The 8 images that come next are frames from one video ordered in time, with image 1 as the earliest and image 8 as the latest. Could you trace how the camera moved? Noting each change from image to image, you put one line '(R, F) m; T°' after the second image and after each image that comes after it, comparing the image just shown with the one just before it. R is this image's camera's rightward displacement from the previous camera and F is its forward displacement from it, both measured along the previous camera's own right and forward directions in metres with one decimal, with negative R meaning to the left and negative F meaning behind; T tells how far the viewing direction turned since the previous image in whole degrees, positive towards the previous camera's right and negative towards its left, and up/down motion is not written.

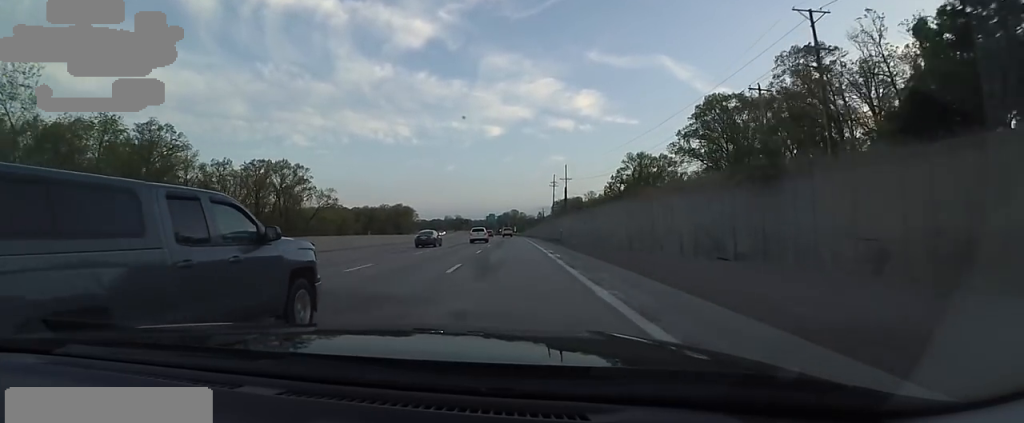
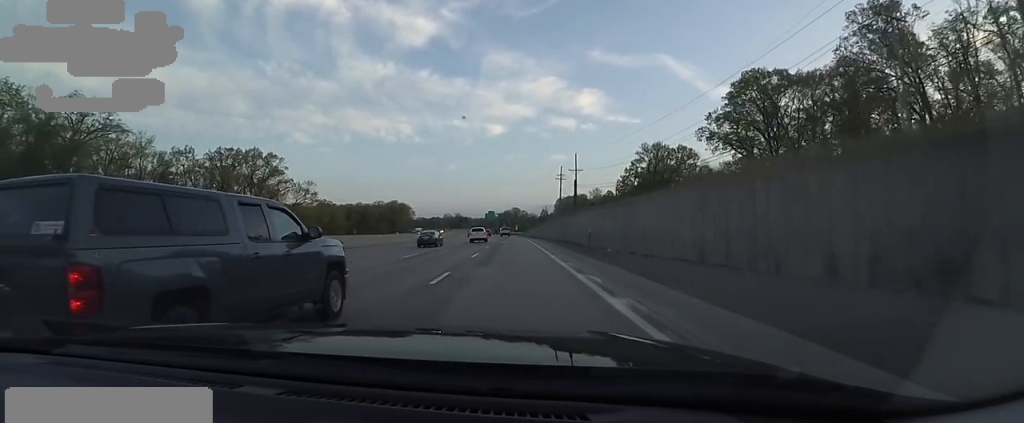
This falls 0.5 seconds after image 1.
(0.0, +15.5) m; -1°
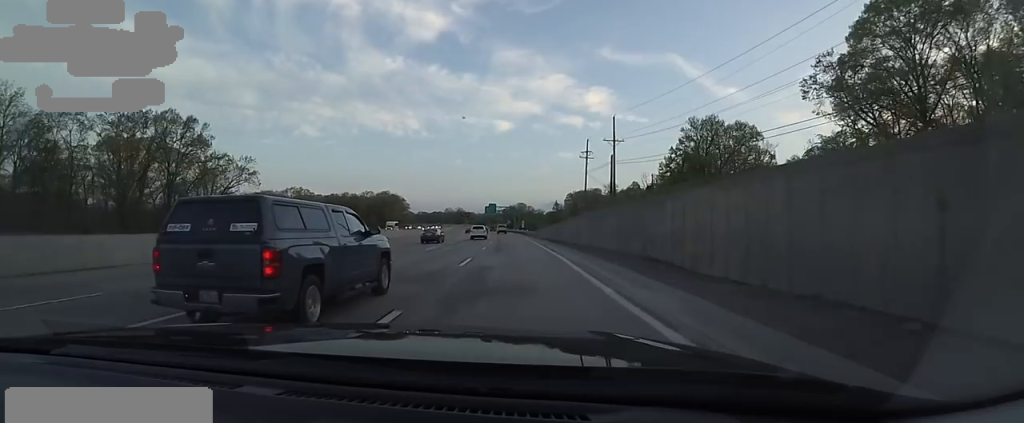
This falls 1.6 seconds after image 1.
(-0.8, +31.1) m; -2°
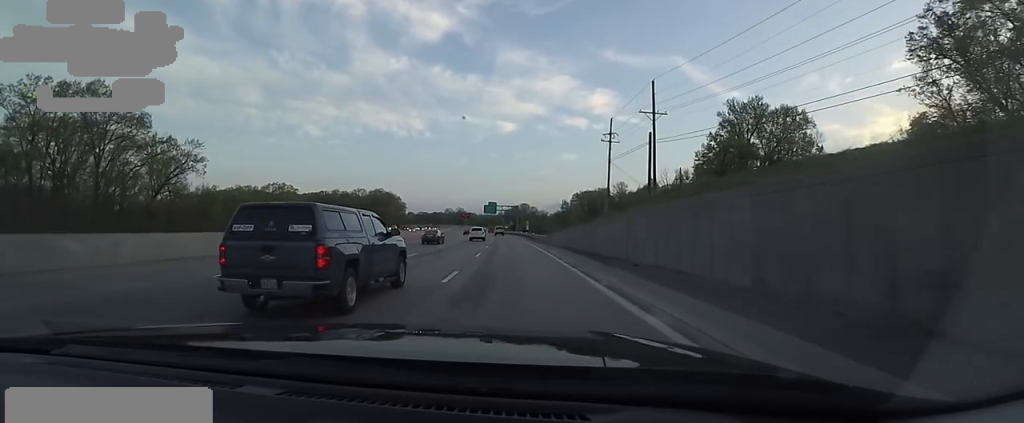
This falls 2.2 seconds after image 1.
(-0.8, +16.5) m; 0°
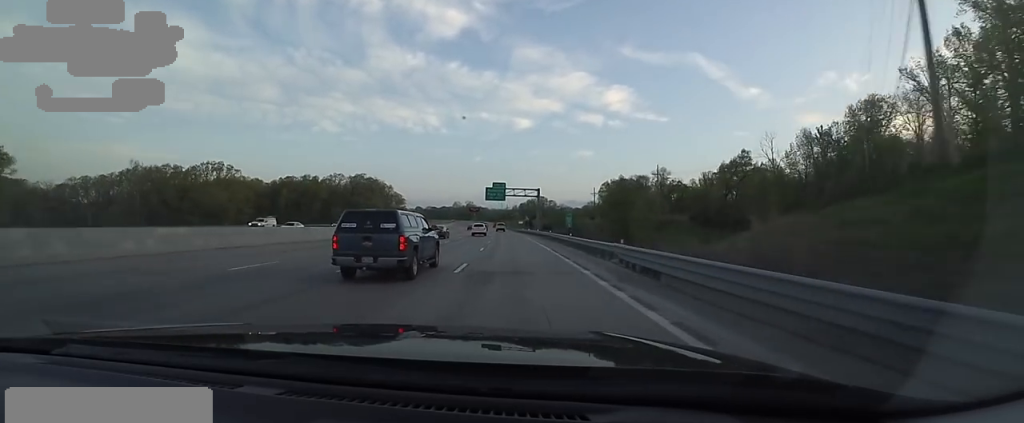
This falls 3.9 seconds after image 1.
(+0.4, +45.5) m; -2°
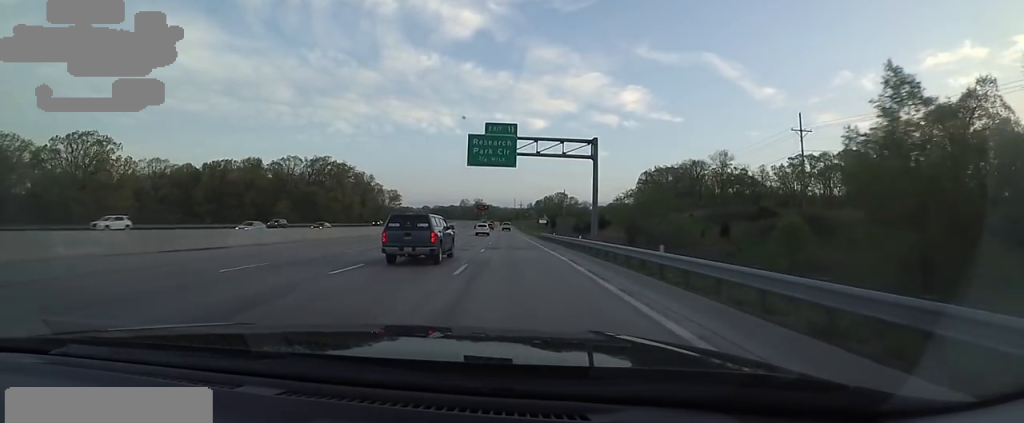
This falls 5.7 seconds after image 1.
(-0.8, +48.6) m; -1°
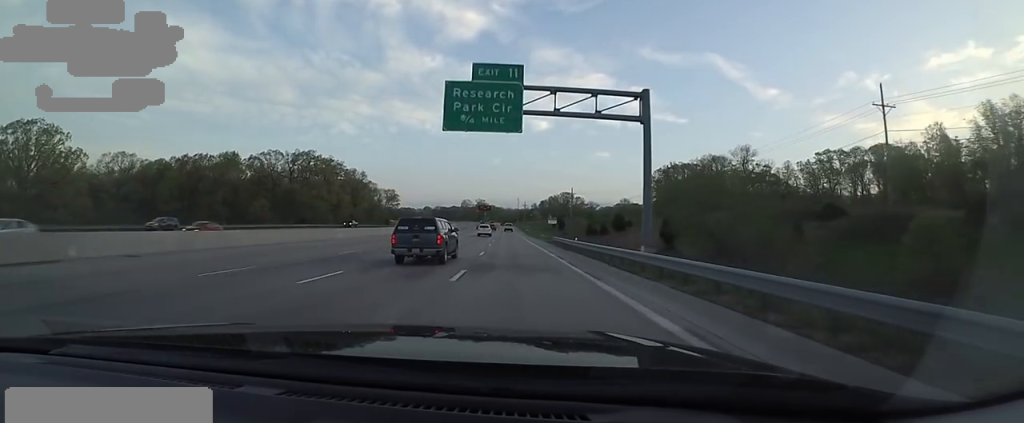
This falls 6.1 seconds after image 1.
(0.0, +13.4) m; 0°
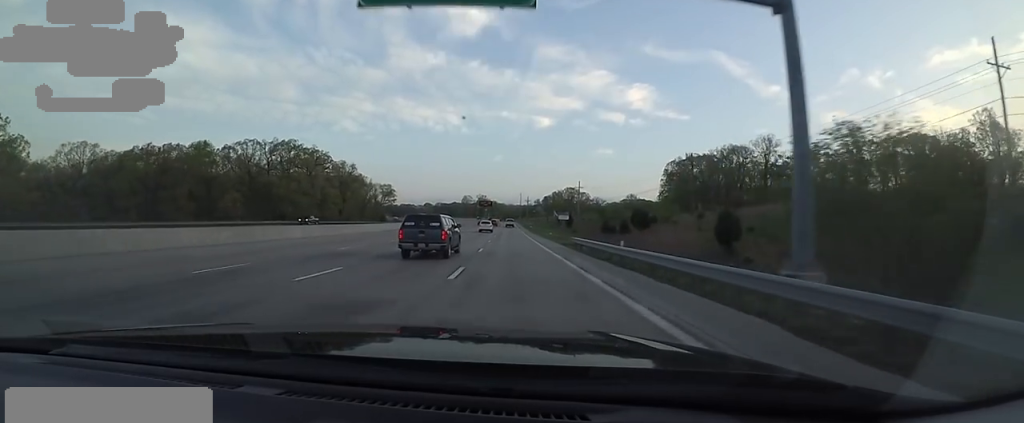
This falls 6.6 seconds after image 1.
(0.0, +12.7) m; 0°
